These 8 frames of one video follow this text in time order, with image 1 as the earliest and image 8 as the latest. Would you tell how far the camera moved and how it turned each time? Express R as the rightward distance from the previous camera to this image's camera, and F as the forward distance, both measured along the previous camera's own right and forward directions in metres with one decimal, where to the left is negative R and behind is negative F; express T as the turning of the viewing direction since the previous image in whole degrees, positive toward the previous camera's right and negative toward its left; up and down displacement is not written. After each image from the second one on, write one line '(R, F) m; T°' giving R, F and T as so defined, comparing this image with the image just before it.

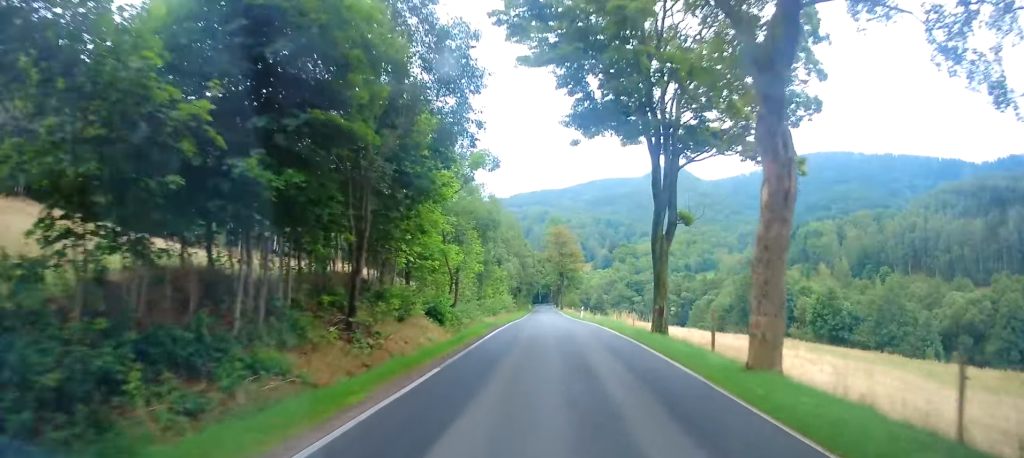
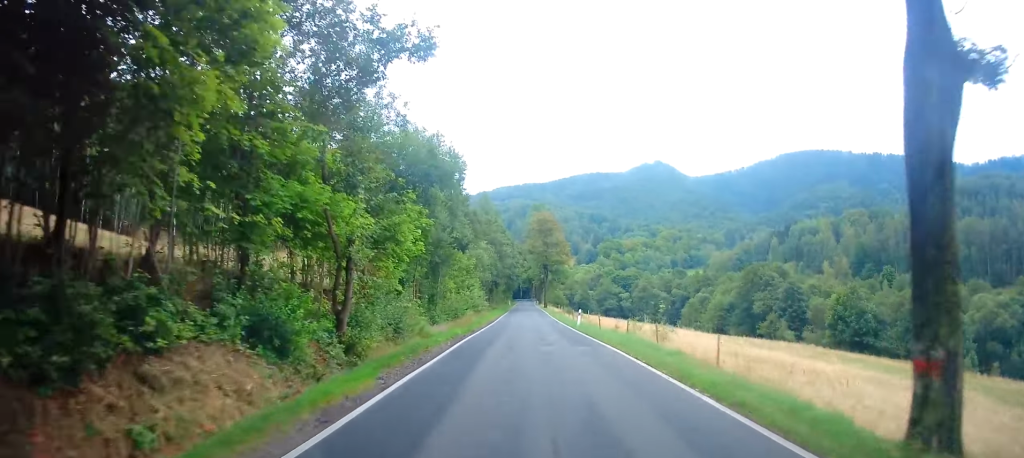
(+0.3, +15.3) m; +2°
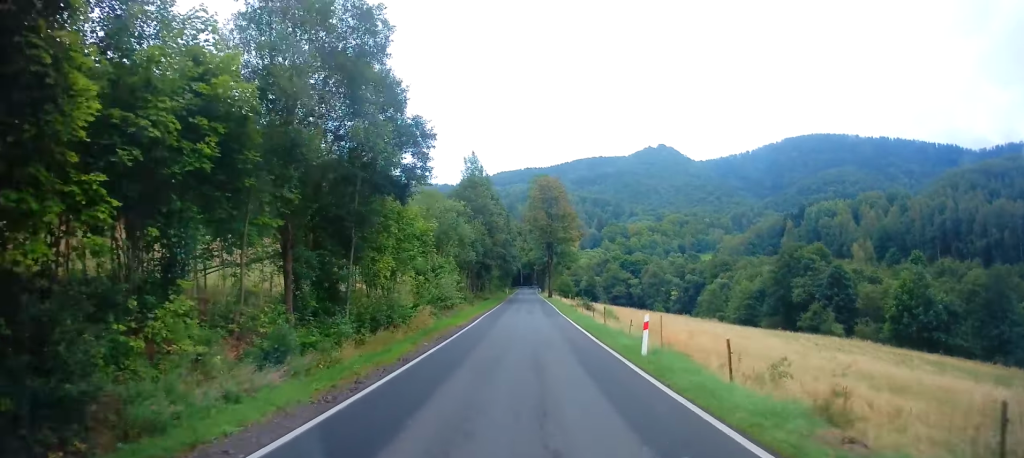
(+0.3, +19.7) m; 0°
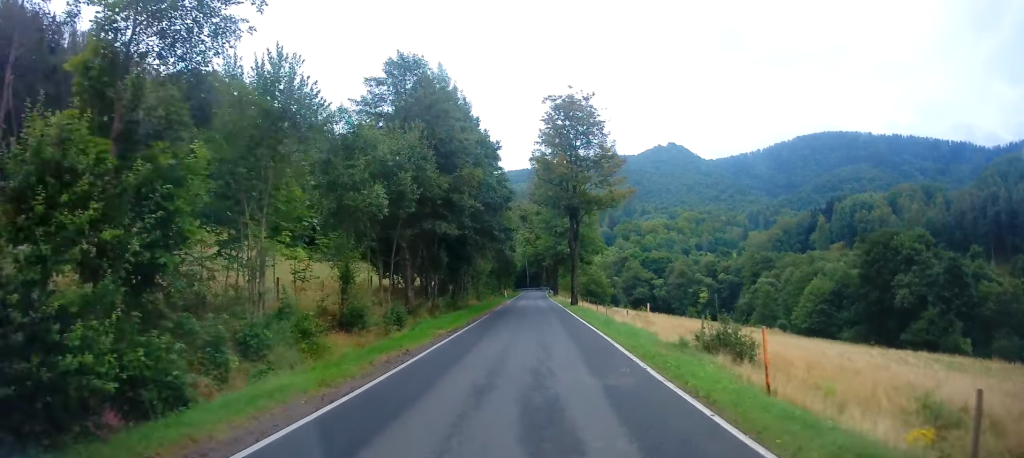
(-0.6, +32.4) m; -1°
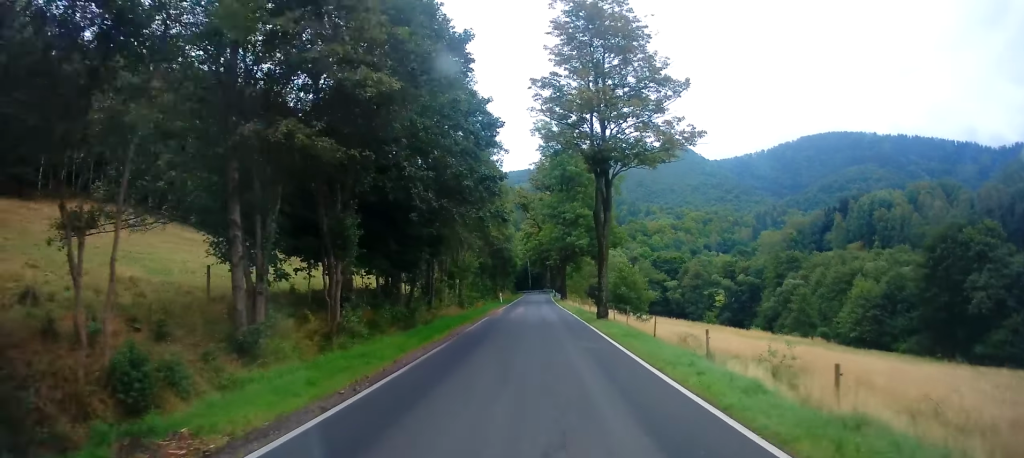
(0.0, +16.6) m; 0°
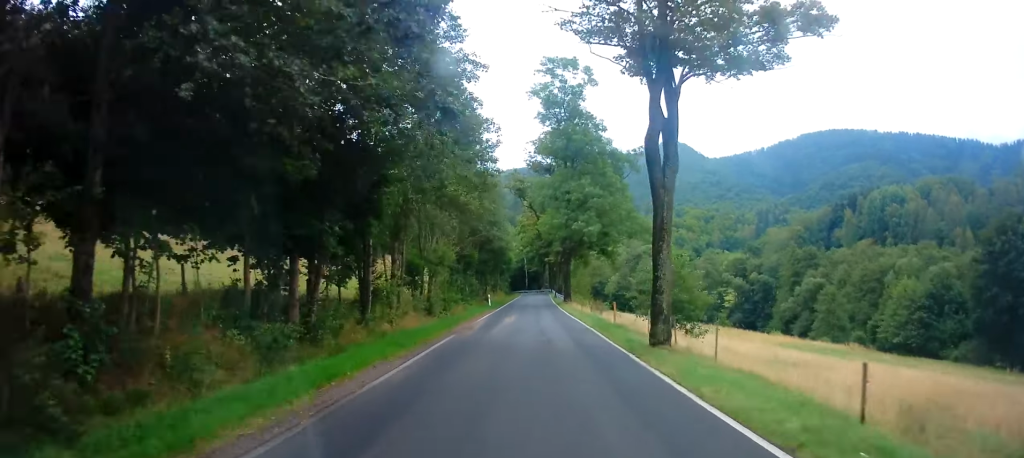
(+0.1, +12.9) m; 0°
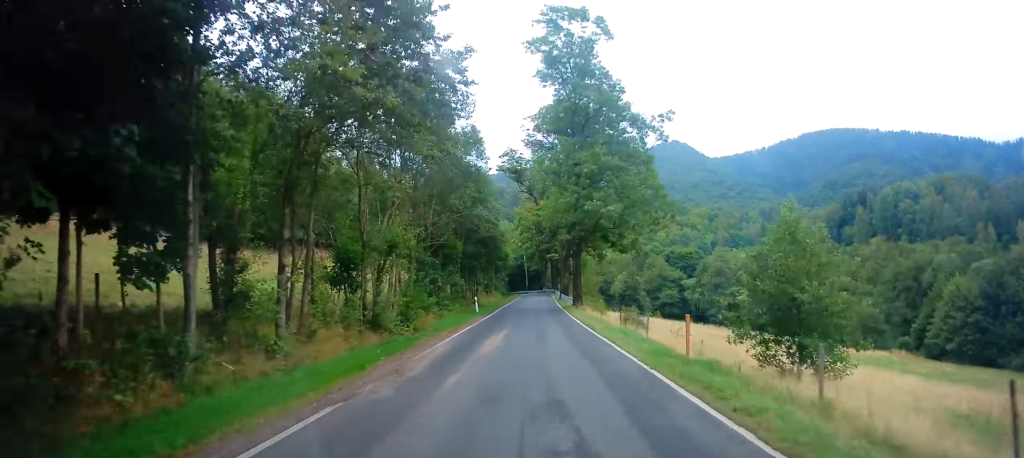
(-0.1, +12.0) m; 0°
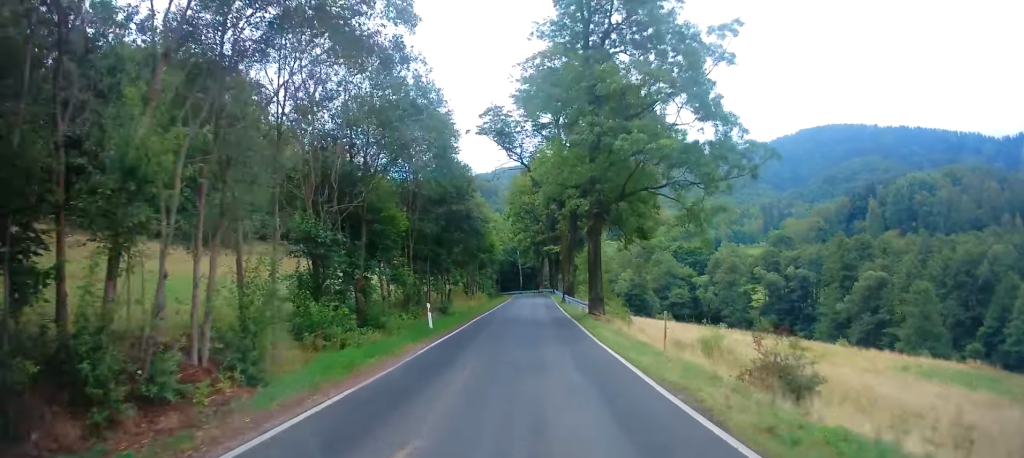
(+0.1, +15.9) m; 0°
